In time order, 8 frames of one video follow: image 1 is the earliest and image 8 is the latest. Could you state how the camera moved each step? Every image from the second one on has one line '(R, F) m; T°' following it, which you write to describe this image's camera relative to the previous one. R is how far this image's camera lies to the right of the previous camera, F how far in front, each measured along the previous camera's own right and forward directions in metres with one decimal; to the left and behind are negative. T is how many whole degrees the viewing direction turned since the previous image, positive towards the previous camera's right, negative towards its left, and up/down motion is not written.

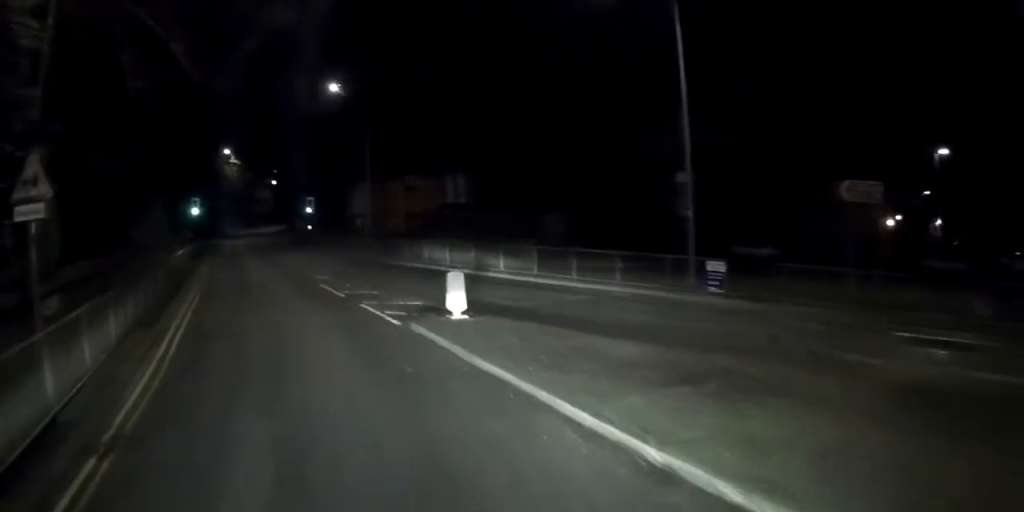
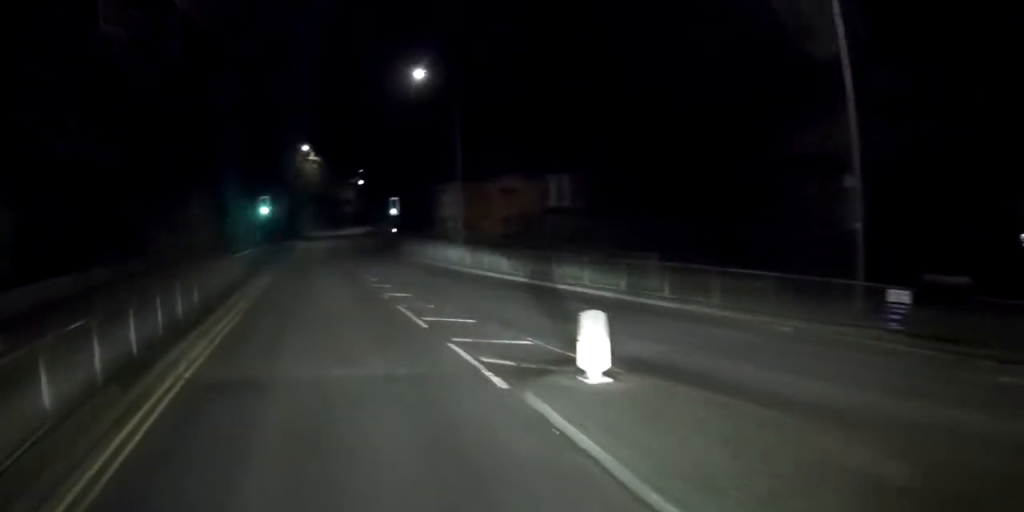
(-0.8, +4.8) m; -10°
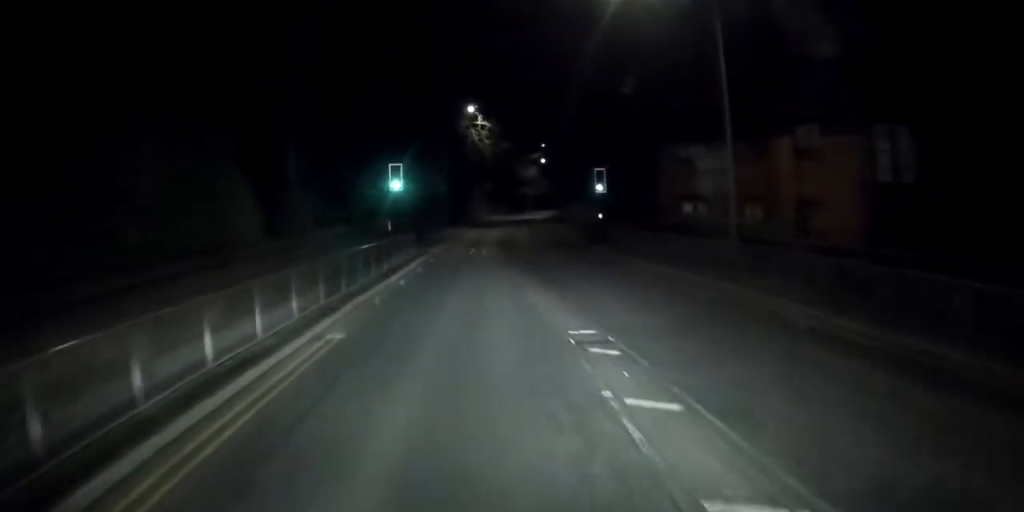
(0.0, +16.8) m; 0°
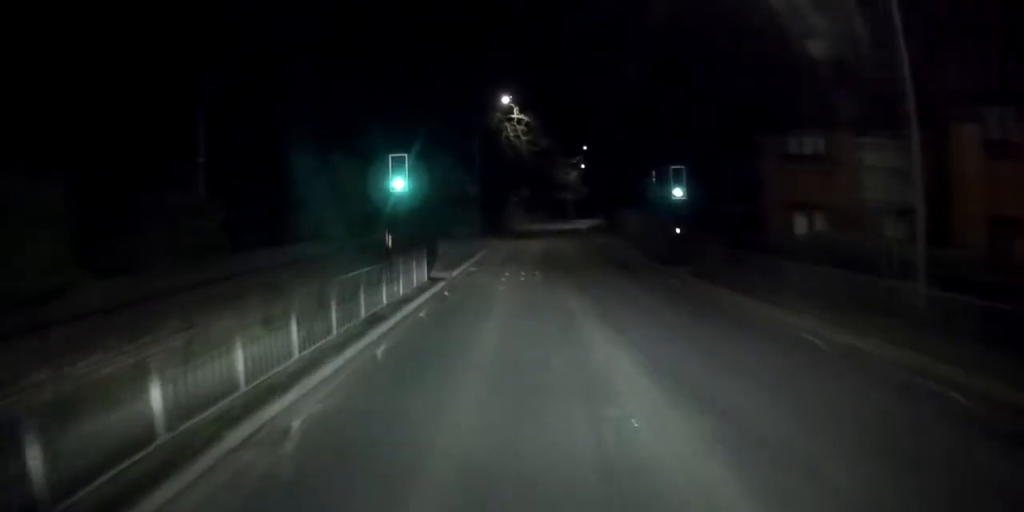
(0.0, +9.0) m; 0°
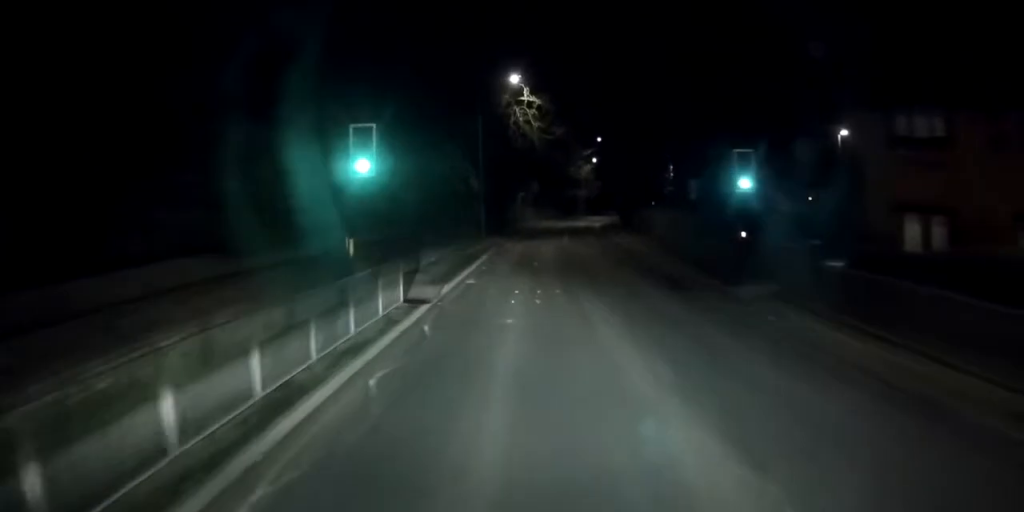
(0.0, +6.7) m; +2°
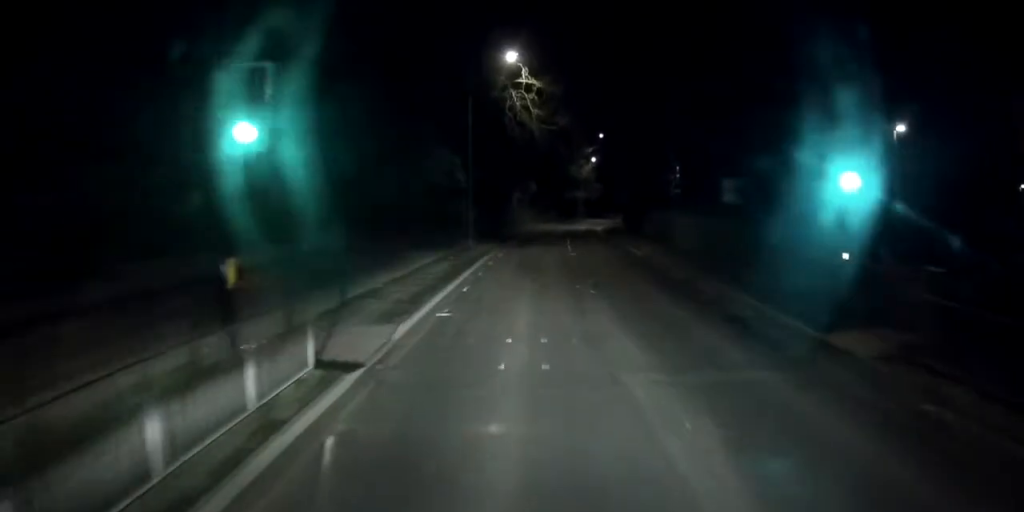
(+0.2, +6.6) m; +3°
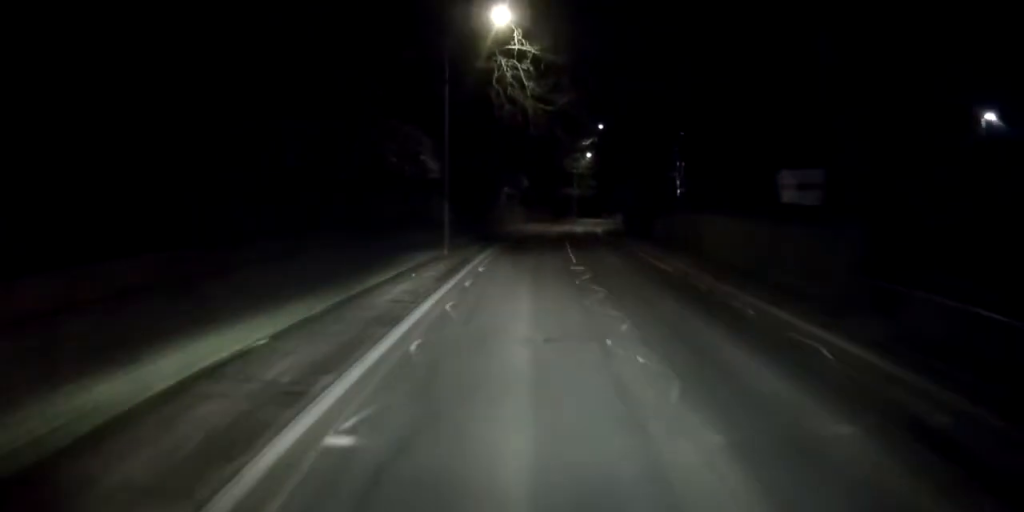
(+0.3, +7.8) m; +3°
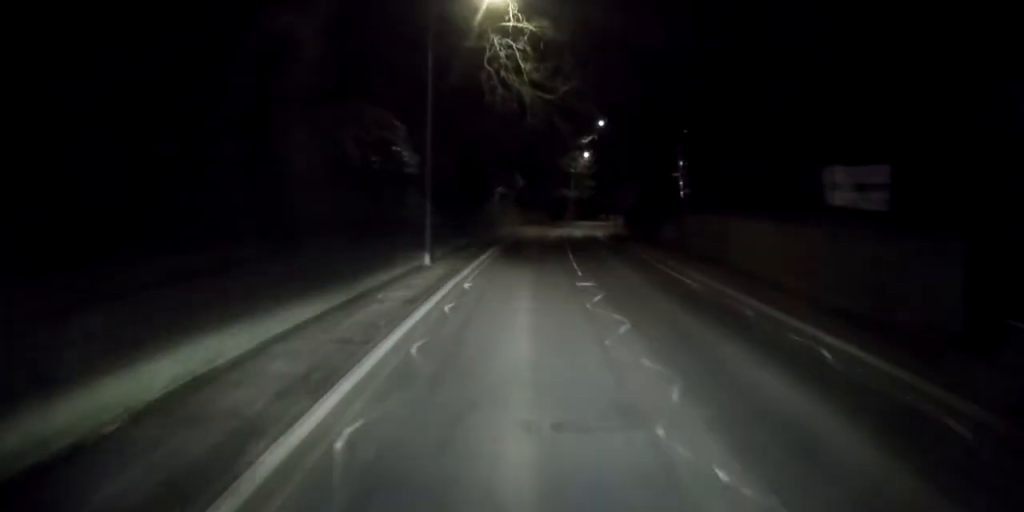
(-0.1, +4.2) m; +2°
